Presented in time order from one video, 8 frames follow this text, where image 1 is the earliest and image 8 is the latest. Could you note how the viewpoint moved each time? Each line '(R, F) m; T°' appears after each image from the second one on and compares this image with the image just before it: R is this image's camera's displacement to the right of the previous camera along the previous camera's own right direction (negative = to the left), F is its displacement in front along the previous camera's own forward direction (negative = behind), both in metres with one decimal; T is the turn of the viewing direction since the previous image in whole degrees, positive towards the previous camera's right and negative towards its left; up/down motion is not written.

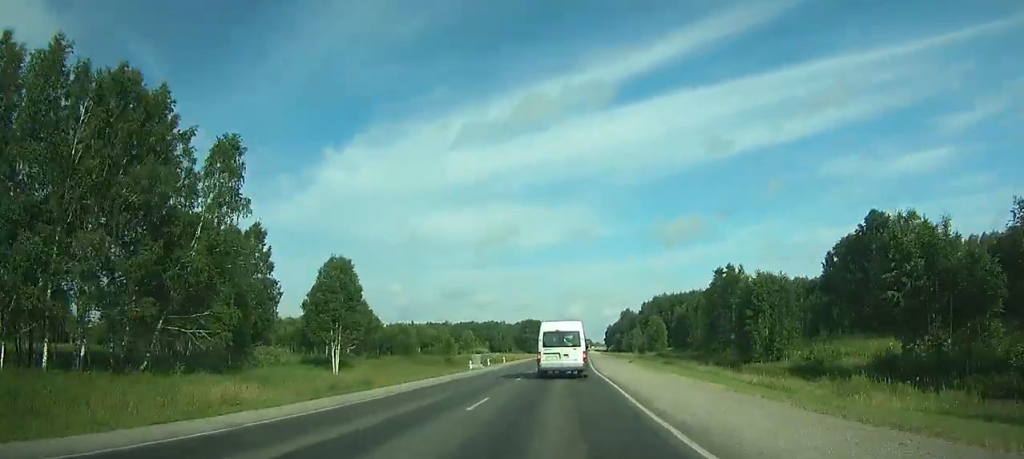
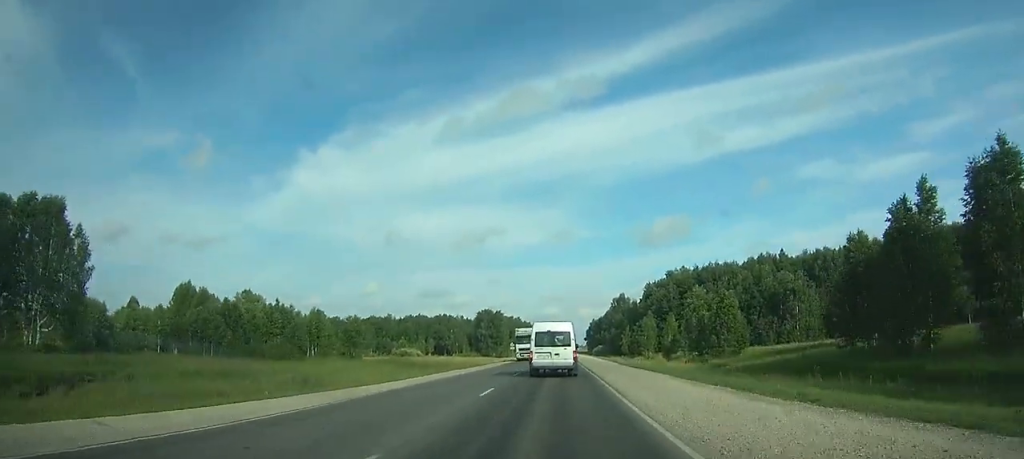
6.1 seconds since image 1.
(+2.2, +90.9) m; +2°
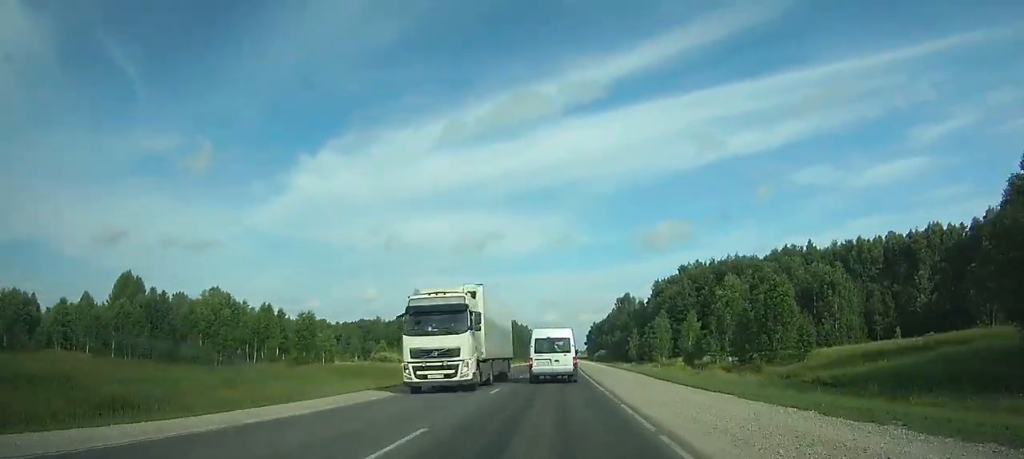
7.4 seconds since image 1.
(0.0, +21.7) m; 0°
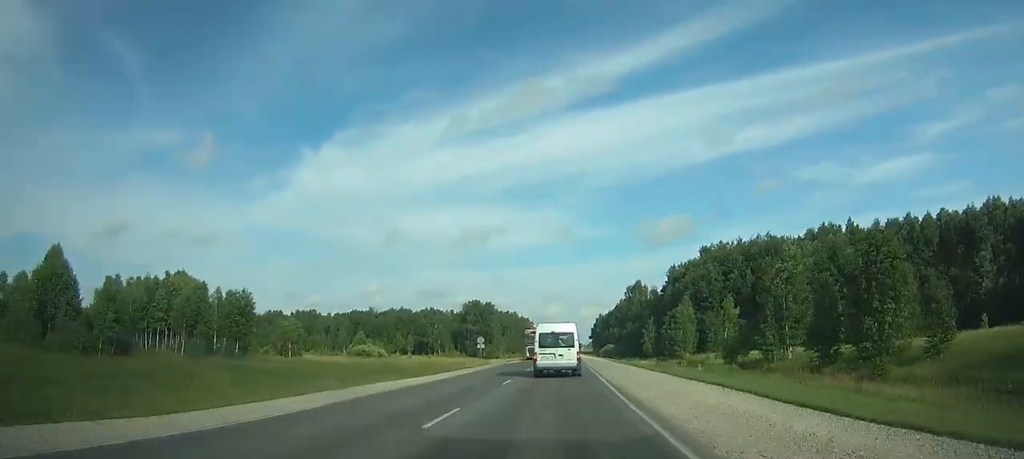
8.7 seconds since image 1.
(0.0, +21.5) m; 0°
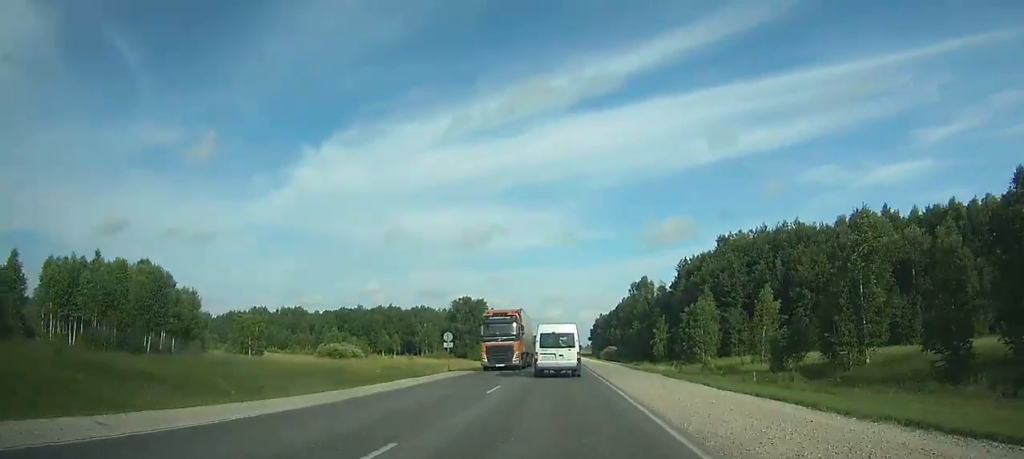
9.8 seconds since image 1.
(0.0, +17.0) m; 0°
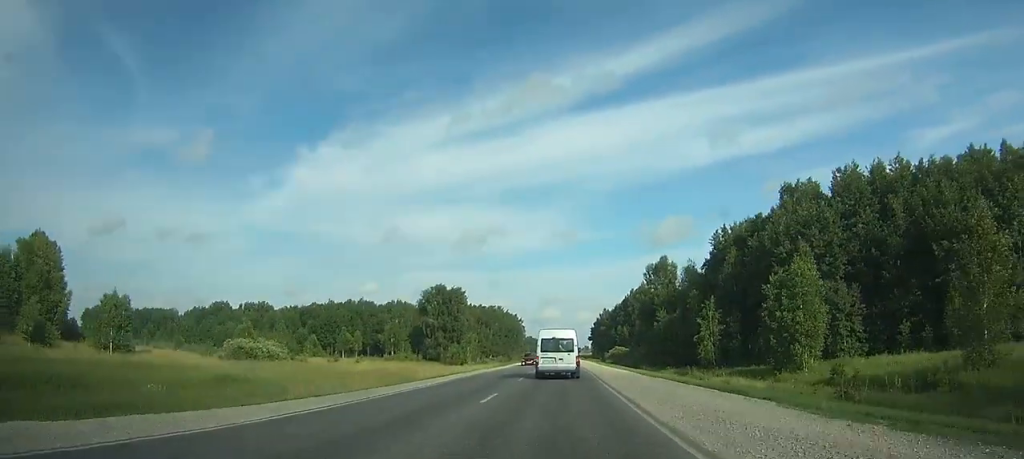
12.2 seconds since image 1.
(+0.1, +37.6) m; 0°
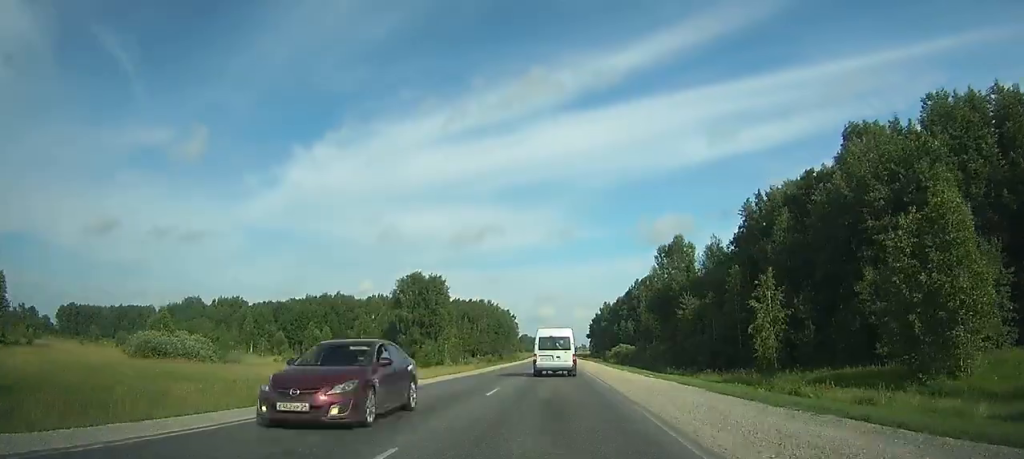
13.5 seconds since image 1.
(0.0, +21.4) m; 0°
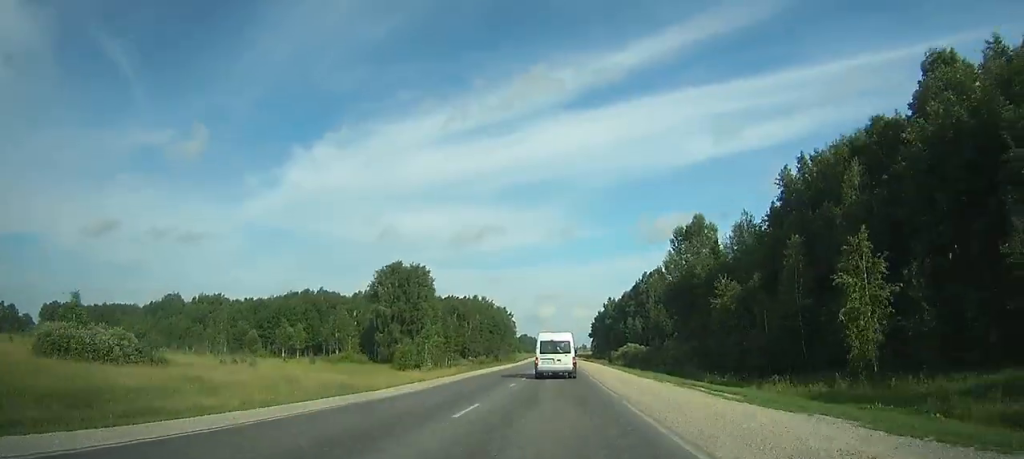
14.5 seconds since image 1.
(0.0, +16.7) m; 0°
